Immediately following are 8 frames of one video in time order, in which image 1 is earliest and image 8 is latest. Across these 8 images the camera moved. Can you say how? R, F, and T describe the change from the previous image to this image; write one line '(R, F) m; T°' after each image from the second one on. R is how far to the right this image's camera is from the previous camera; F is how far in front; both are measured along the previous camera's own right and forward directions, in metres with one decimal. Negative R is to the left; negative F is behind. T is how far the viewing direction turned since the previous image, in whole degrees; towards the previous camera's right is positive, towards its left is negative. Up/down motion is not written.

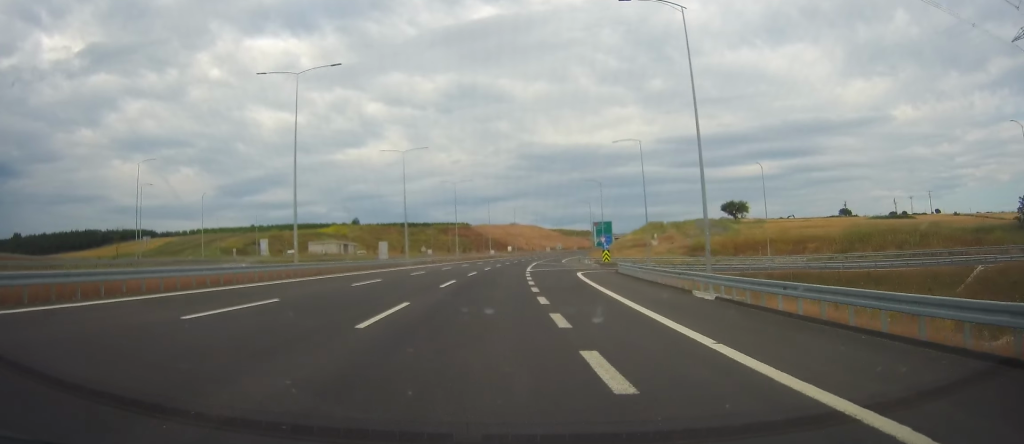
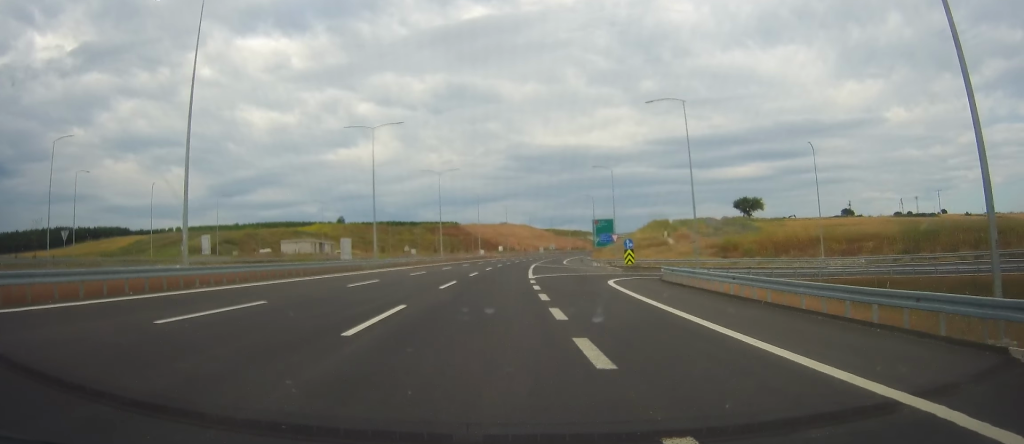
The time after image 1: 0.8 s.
(+0.2, +17.2) m; 0°
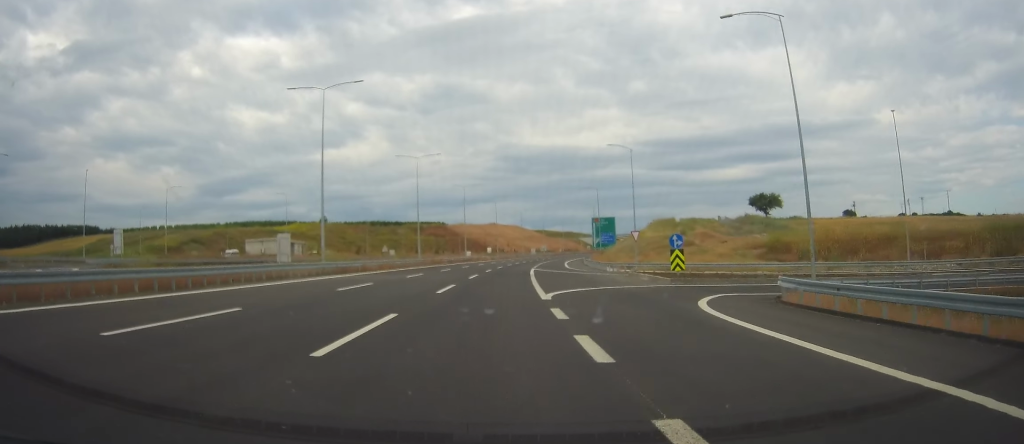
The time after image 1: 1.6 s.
(0.0, +17.1) m; 0°
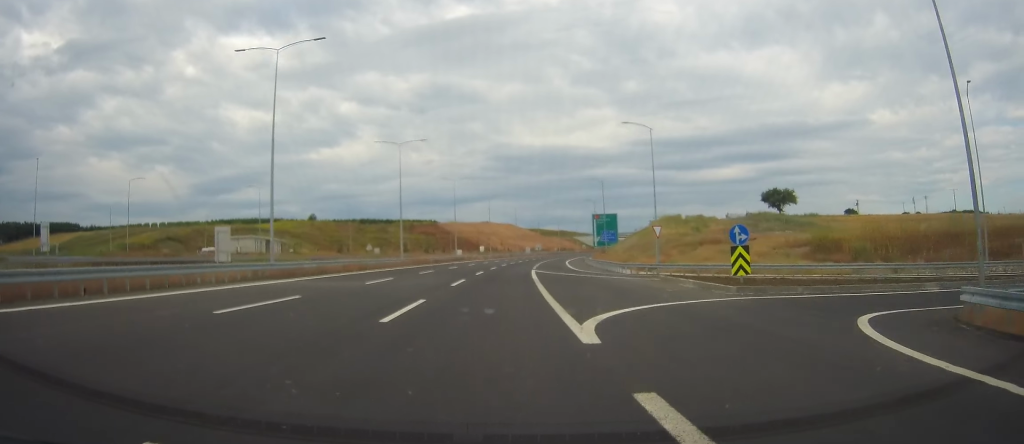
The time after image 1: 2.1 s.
(-0.2, +11.4) m; 0°
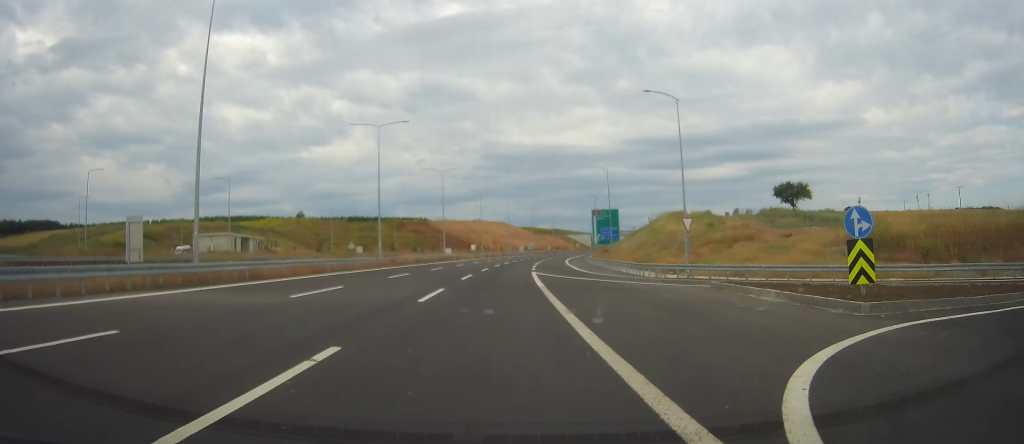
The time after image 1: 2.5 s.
(+0.1, +9.6) m; +1°
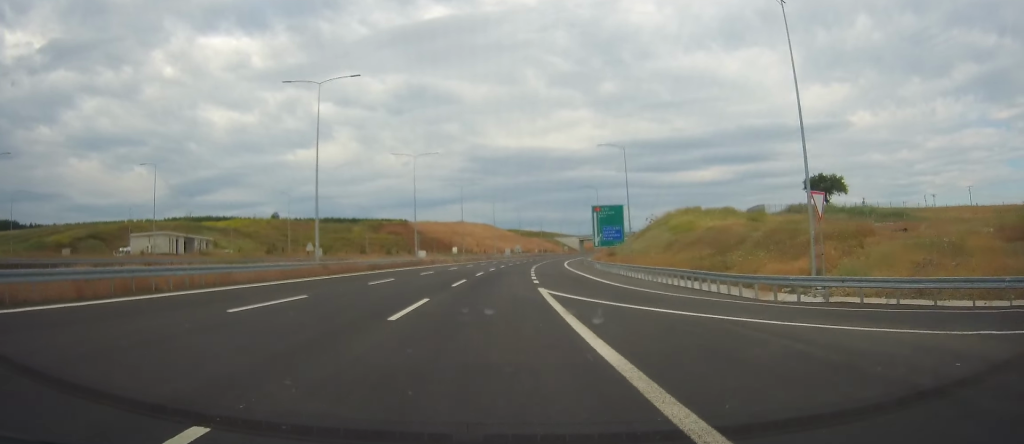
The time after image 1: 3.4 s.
(+0.3, +19.9) m; +2°
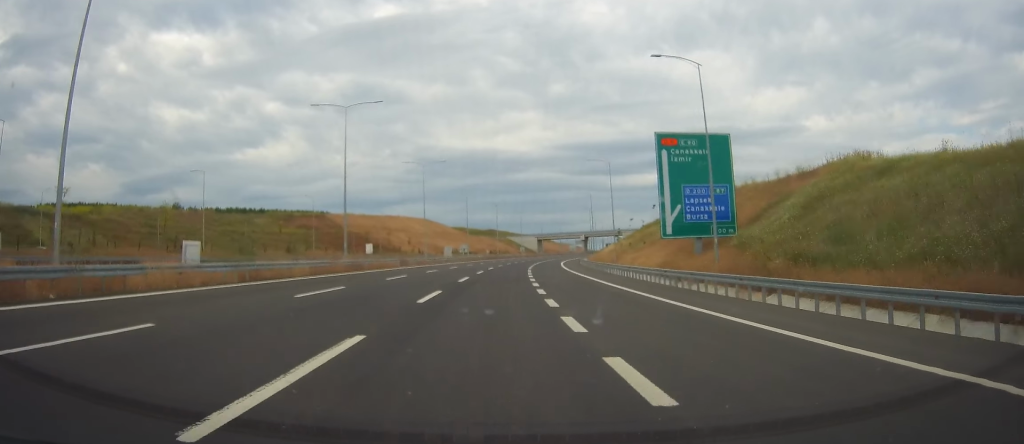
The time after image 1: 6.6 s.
(+3.0, +69.8) m; +4°
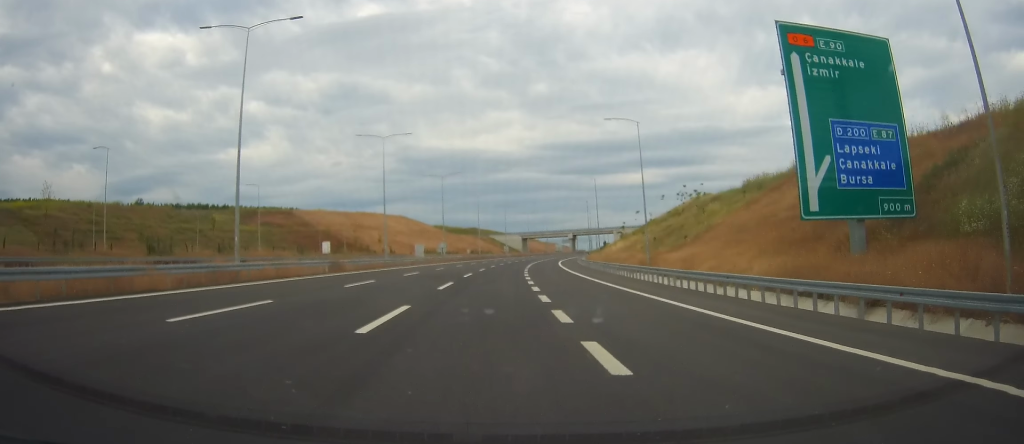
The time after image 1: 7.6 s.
(0.0, +22.6) m; +2°
